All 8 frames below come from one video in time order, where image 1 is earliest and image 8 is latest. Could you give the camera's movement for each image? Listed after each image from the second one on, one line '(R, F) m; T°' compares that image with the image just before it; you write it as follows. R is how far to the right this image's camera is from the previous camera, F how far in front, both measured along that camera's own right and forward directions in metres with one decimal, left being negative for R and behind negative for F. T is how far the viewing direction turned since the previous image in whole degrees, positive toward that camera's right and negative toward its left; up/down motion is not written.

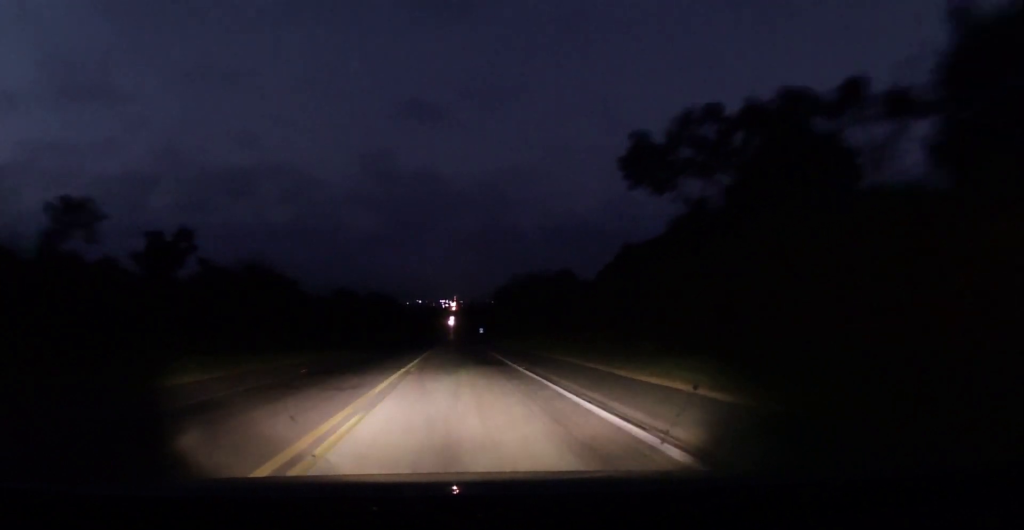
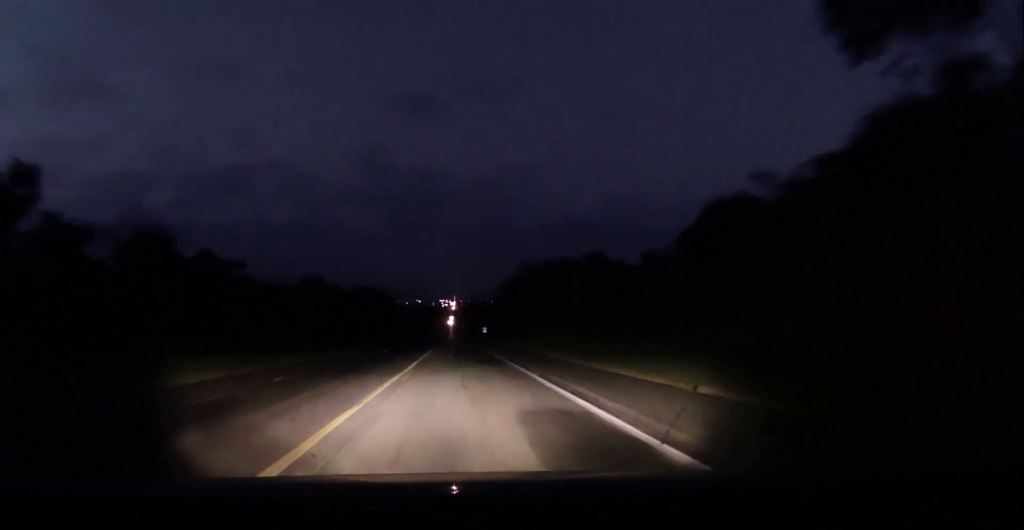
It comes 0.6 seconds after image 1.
(-0.3, +18.4) m; 0°
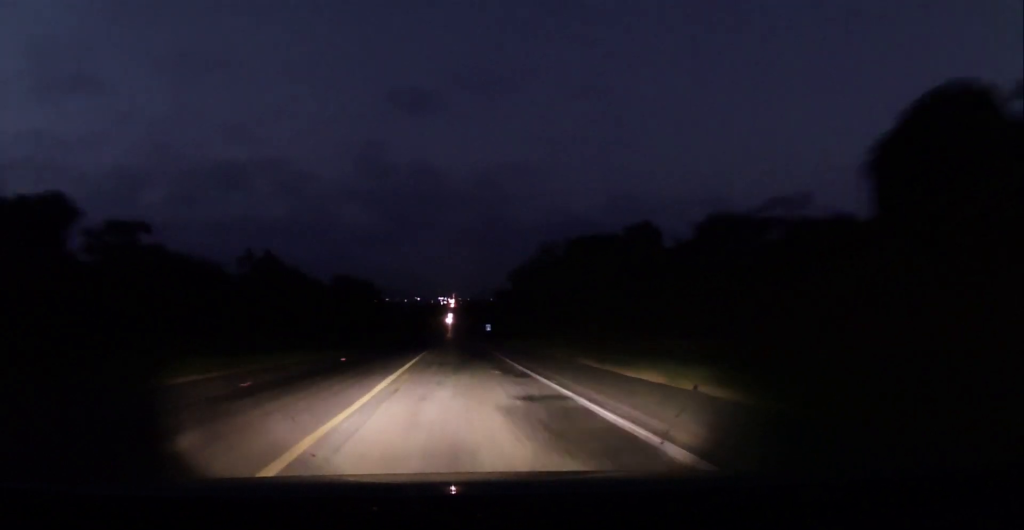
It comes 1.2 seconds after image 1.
(+0.1, +17.5) m; 0°
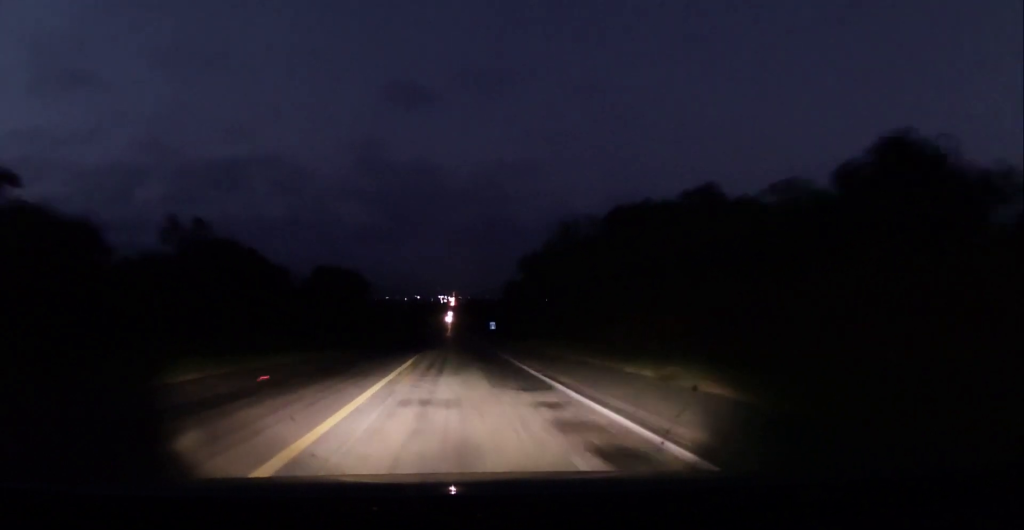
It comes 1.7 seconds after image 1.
(+0.1, +12.6) m; 0°
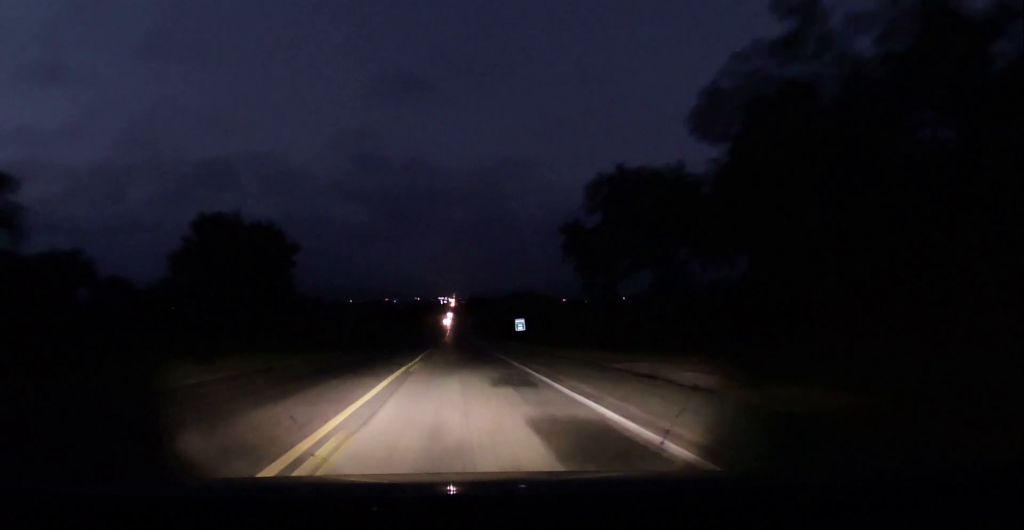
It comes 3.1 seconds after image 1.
(+0.2, +41.2) m; +1°
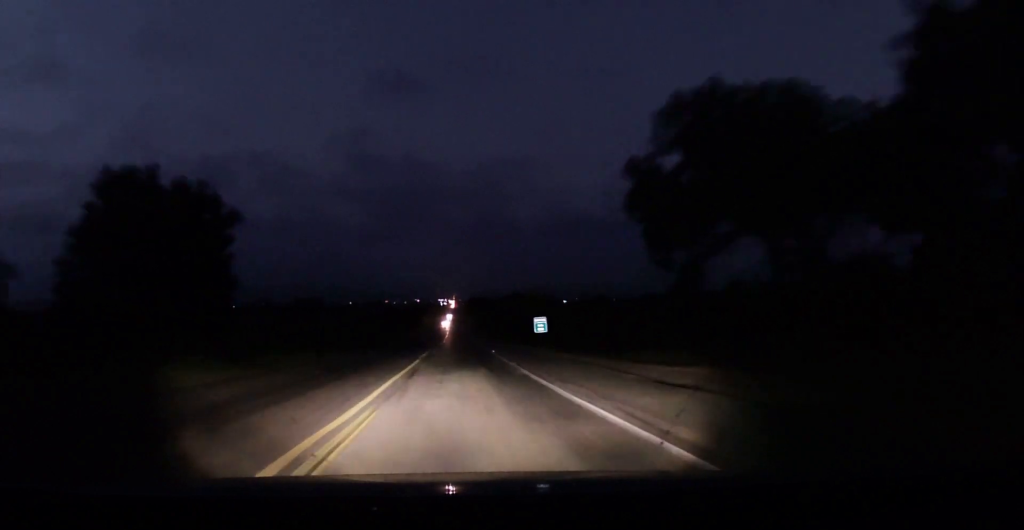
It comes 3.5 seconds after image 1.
(+0.3, +13.9) m; 0°
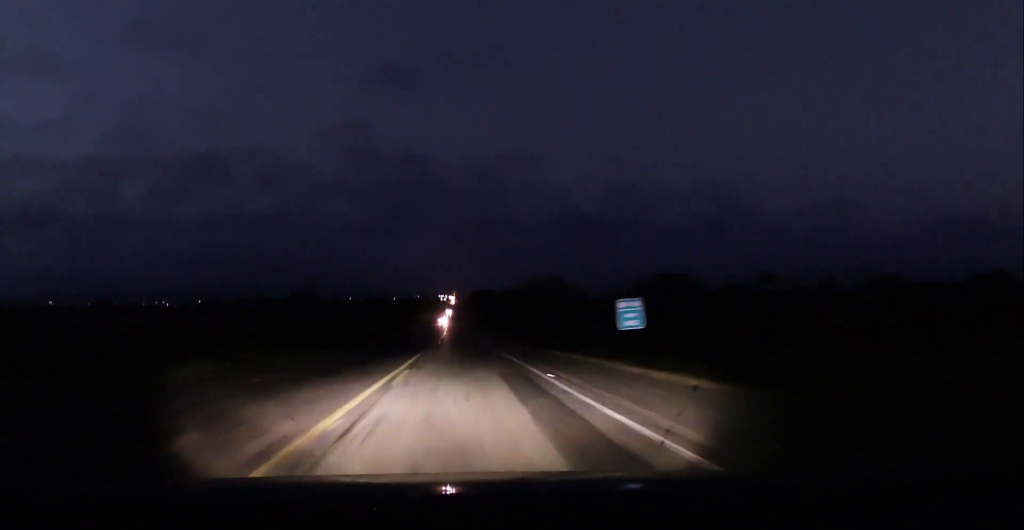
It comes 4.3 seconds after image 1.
(-0.3, +22.8) m; -1°
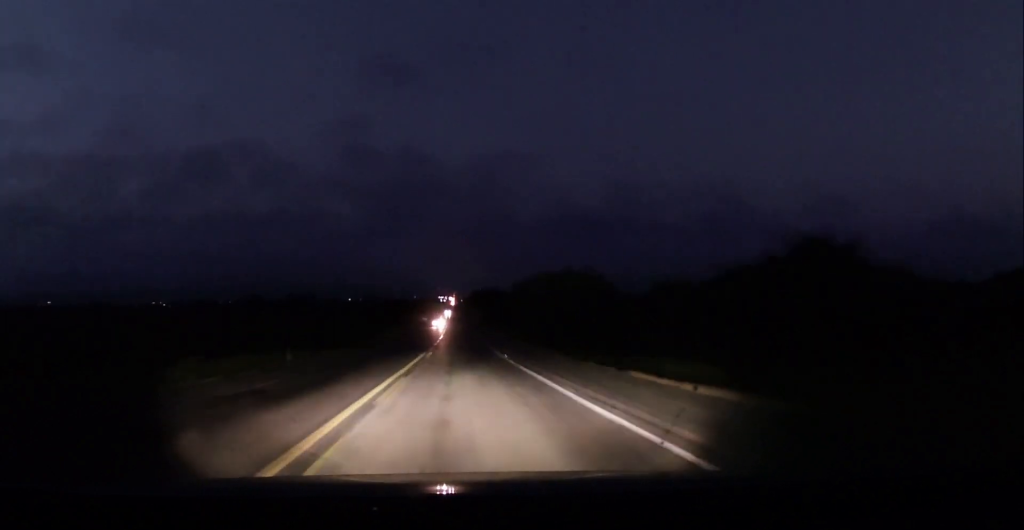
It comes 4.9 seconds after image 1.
(-0.2, +19.0) m; 0°
